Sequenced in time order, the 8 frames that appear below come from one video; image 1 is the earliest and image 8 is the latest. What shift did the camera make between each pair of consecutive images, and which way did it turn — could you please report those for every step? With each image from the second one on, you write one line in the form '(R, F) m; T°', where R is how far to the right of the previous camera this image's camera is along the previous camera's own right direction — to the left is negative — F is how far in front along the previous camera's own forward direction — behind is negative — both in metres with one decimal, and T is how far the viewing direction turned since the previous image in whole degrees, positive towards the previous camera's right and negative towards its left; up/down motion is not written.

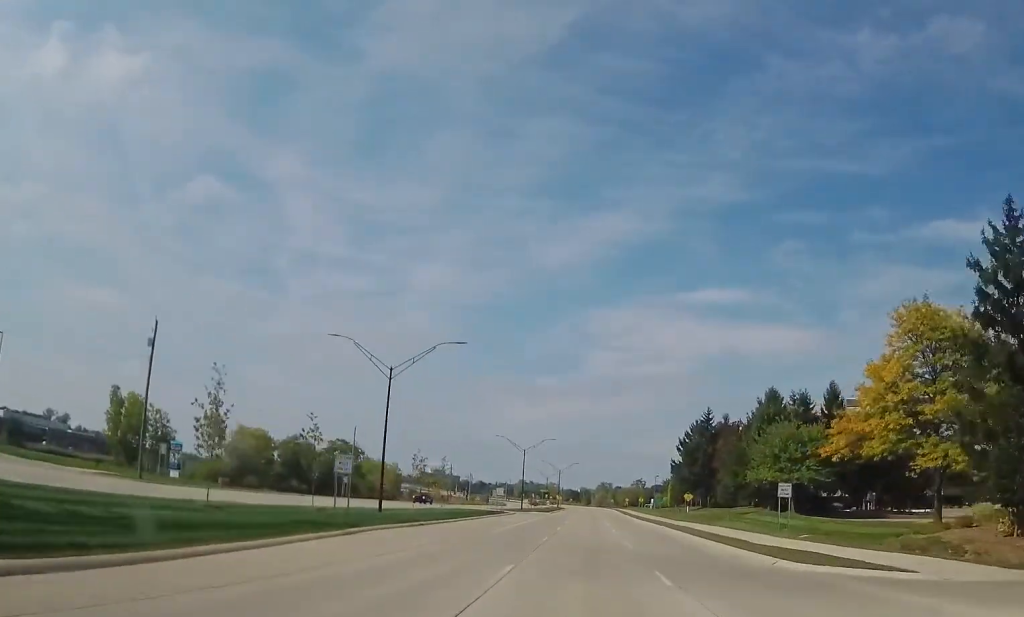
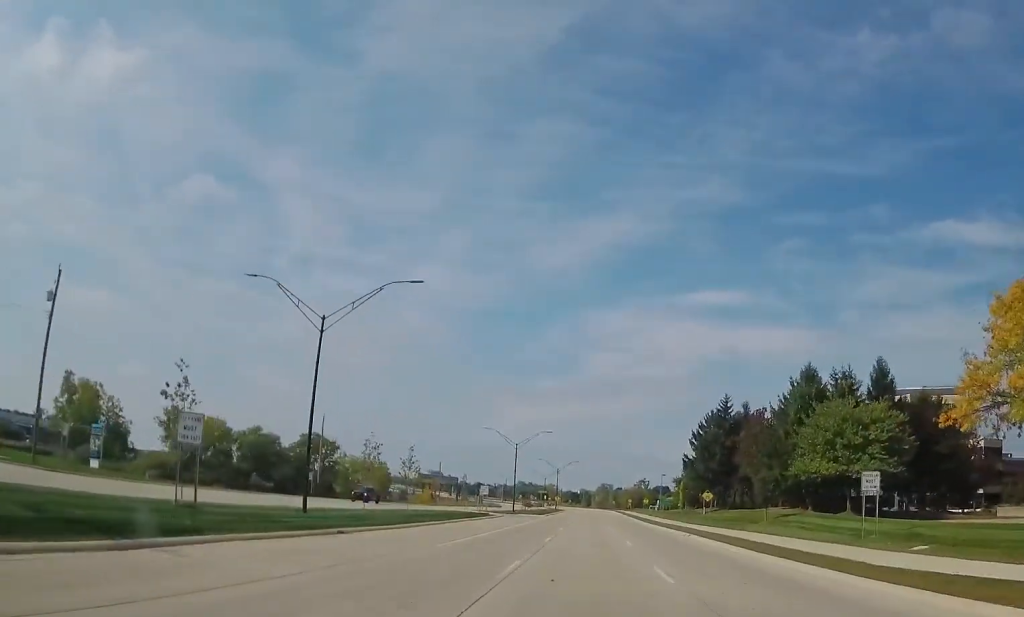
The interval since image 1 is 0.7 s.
(0.0, +14.2) m; 0°
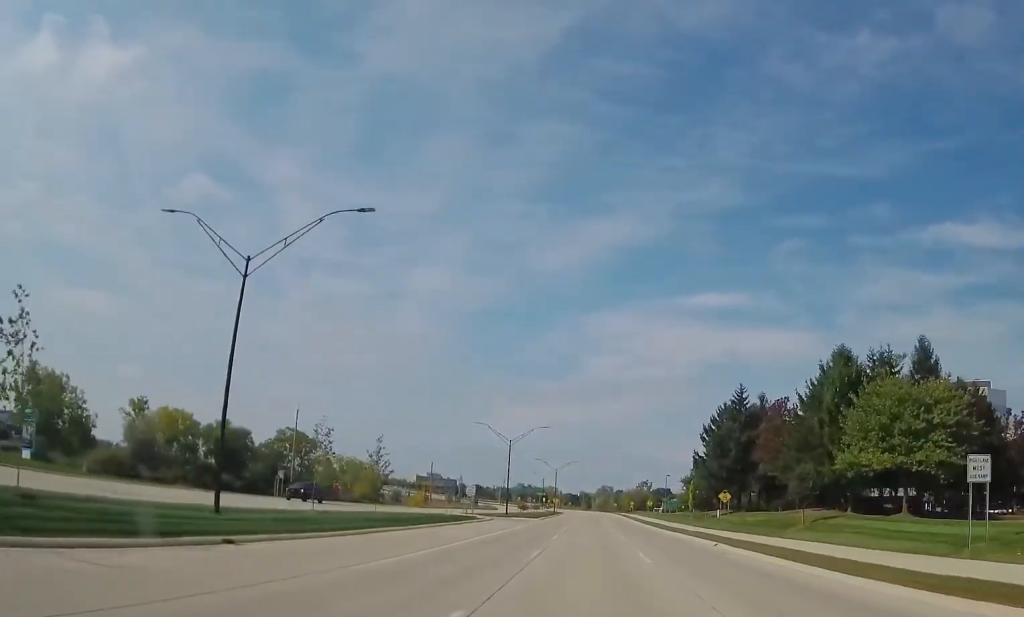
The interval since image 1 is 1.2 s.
(+0.1, +9.5) m; -1°
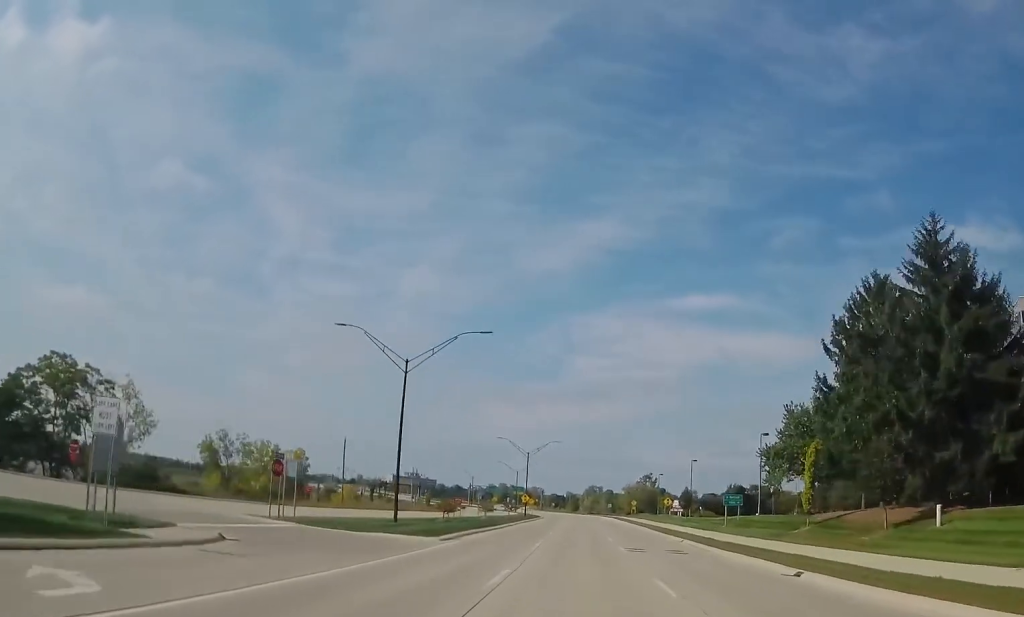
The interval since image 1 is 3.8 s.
(-0.1, +53.6) m; +2°
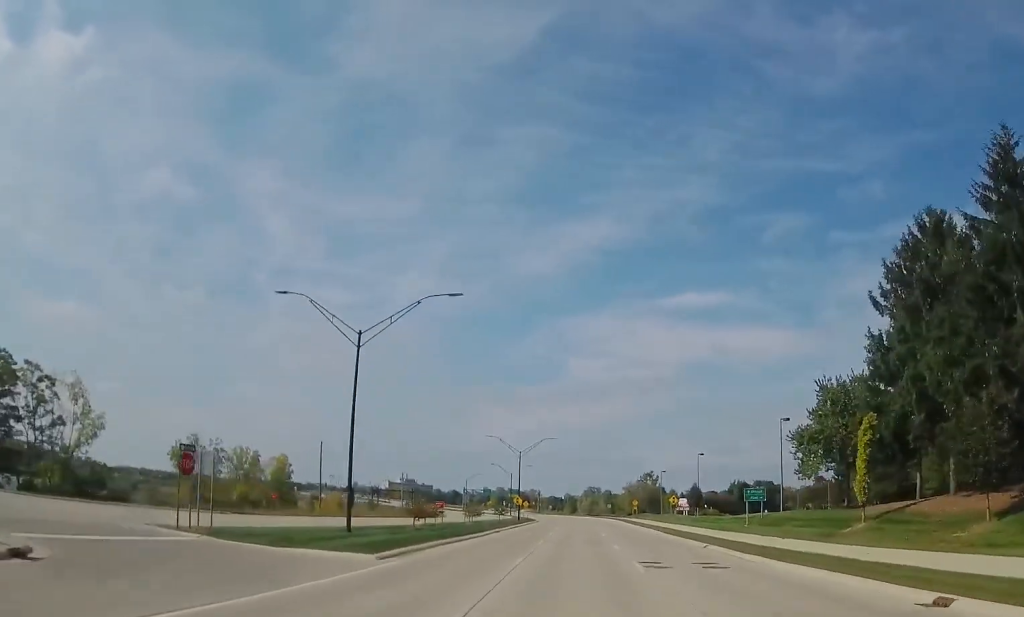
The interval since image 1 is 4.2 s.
(+0.1, +9.0) m; 0°
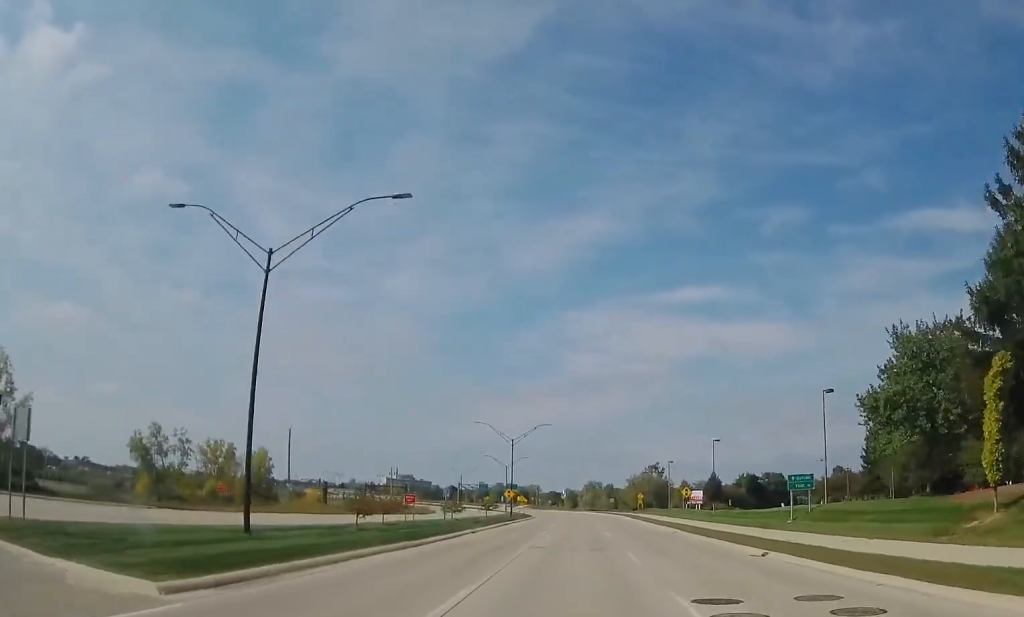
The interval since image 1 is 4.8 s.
(0.0, +11.8) m; 0°
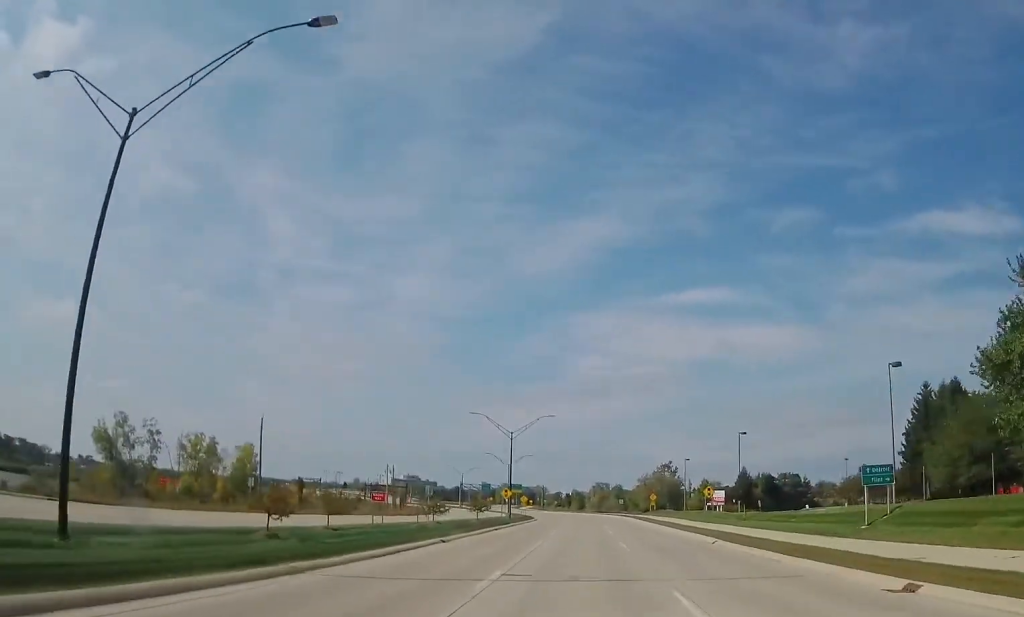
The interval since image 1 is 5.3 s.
(-0.1, +10.7) m; 0°
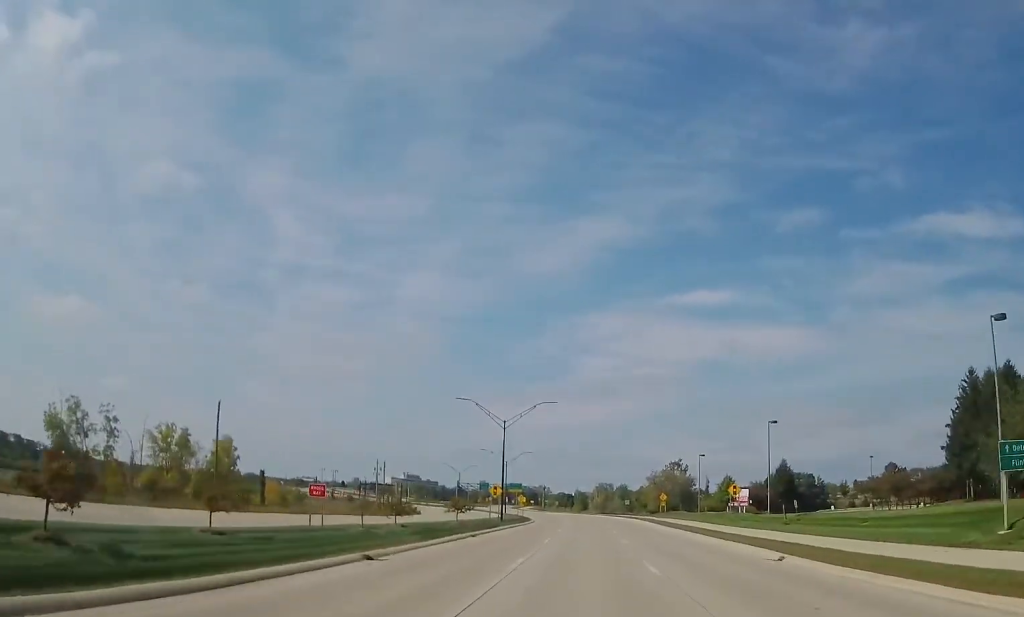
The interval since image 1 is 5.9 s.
(0.0, +11.4) m; 0°
